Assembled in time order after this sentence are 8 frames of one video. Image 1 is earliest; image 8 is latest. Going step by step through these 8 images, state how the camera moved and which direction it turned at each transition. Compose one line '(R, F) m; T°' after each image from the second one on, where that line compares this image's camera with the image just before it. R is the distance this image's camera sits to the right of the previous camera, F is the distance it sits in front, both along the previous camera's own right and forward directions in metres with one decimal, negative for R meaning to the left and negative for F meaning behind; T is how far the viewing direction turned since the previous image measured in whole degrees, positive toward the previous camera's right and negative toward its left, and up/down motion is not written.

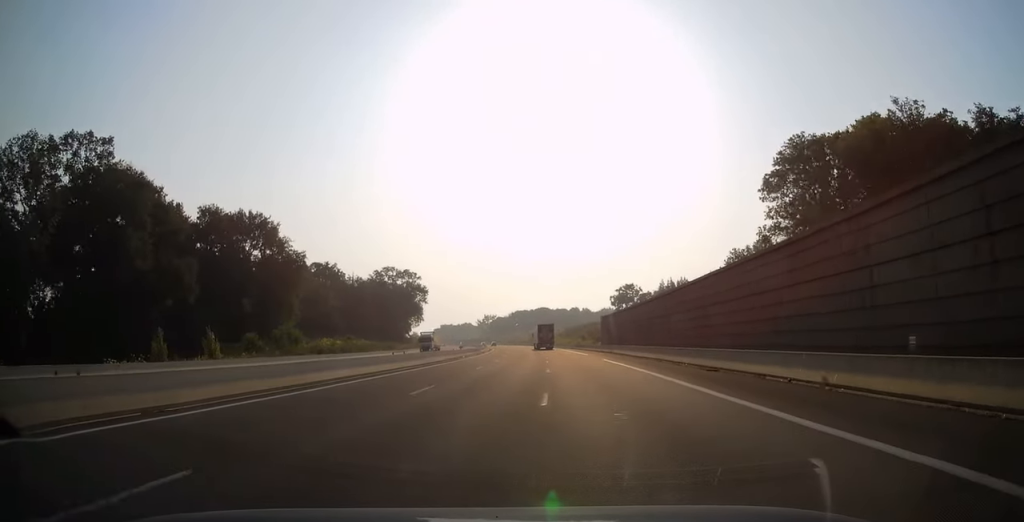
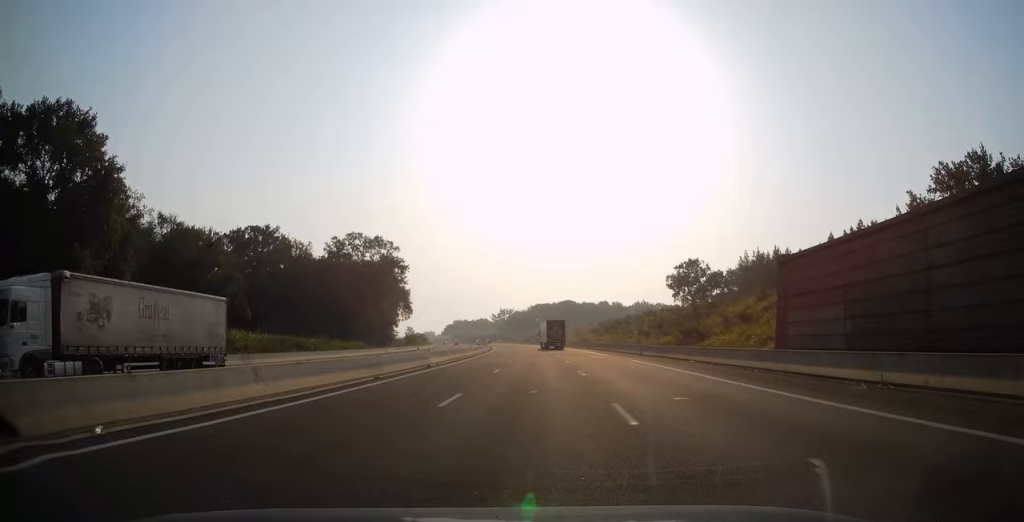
(-0.7, +55.7) m; -2°
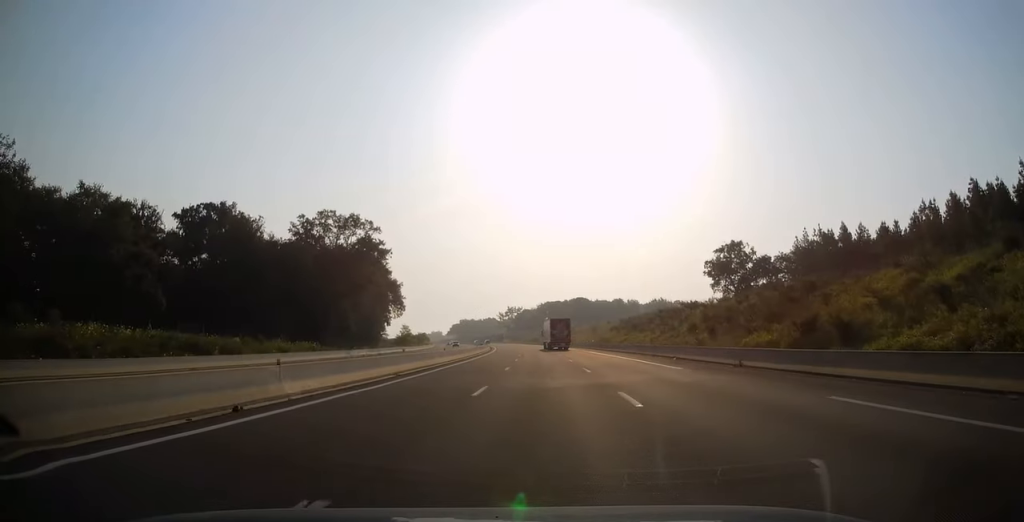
(-0.2, +23.9) m; -1°
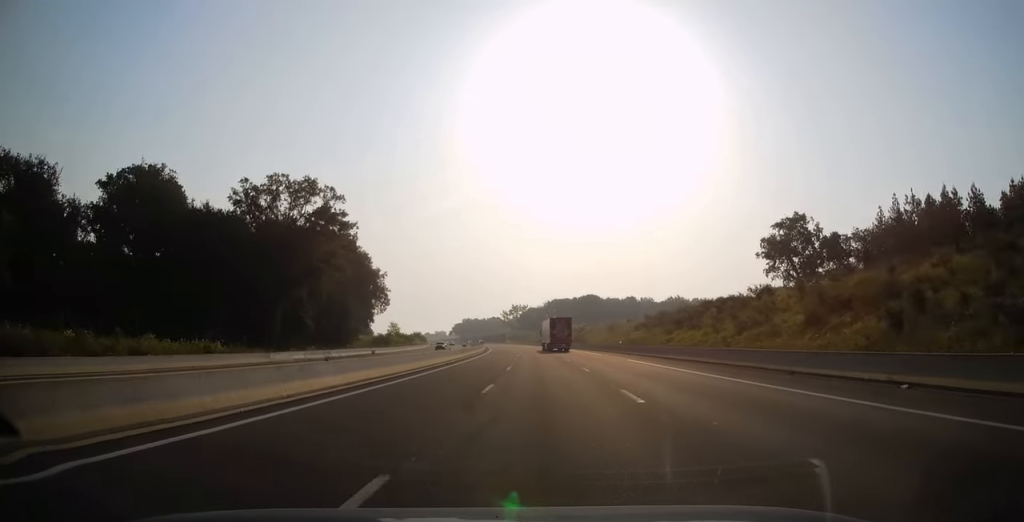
(-0.2, +25.2) m; -1°
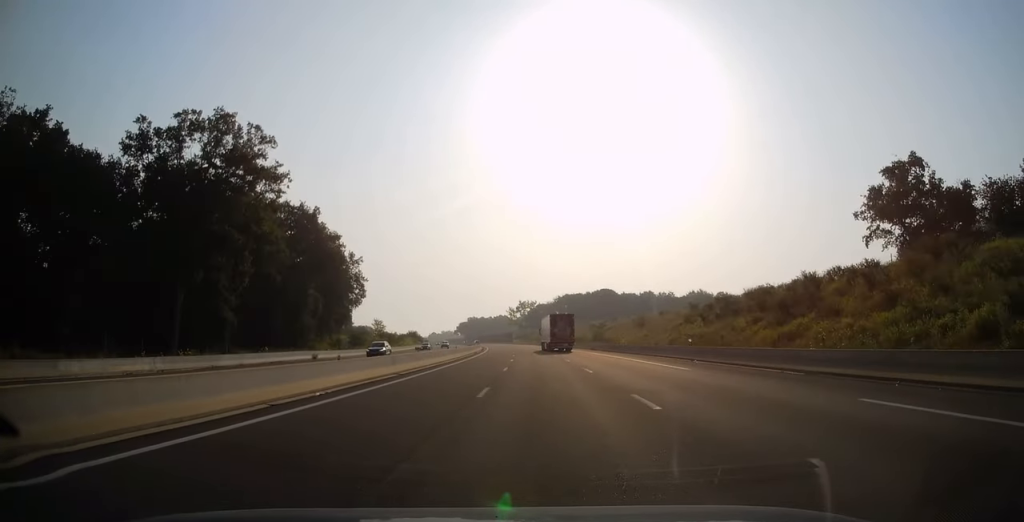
(+0.1, +27.5) m; -1°
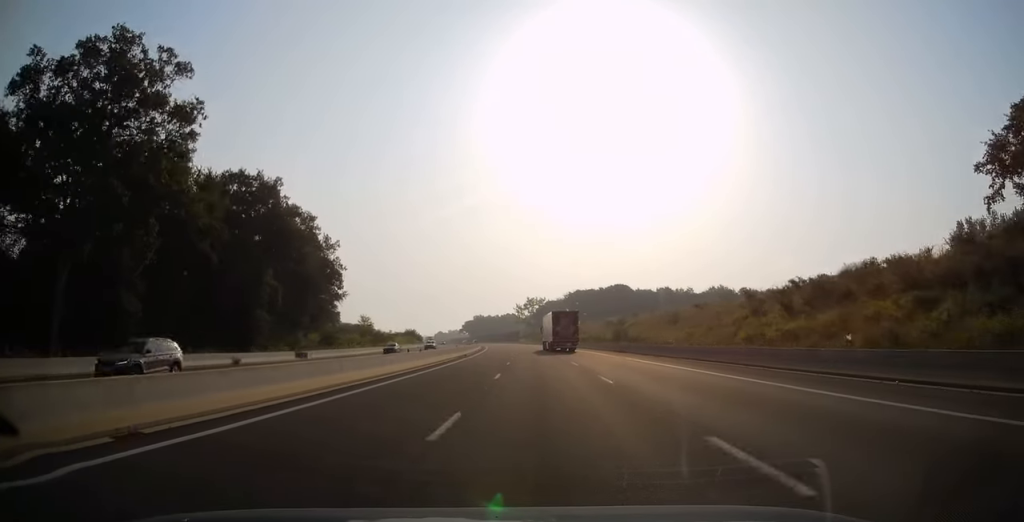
(-0.4, +19.4) m; -1°
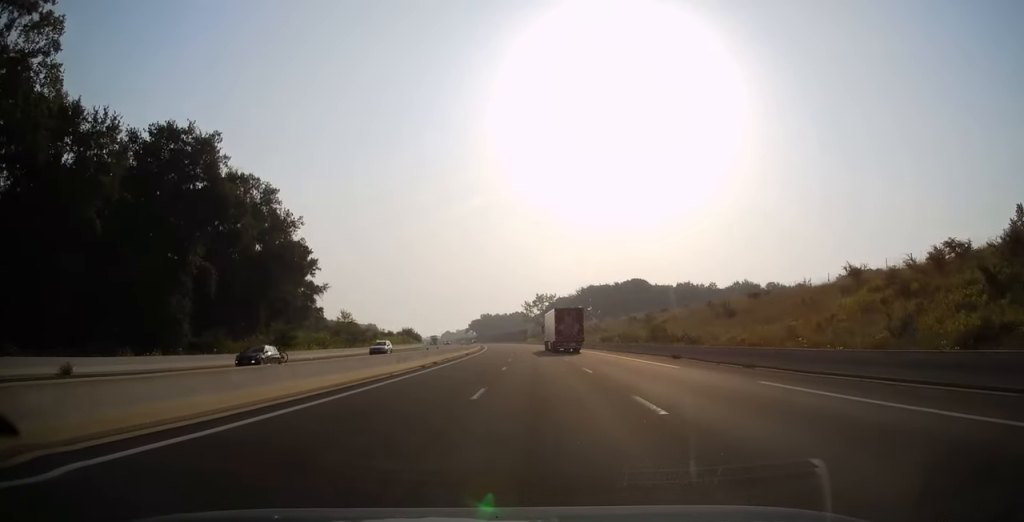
(-0.3, +20.4) m; -1°
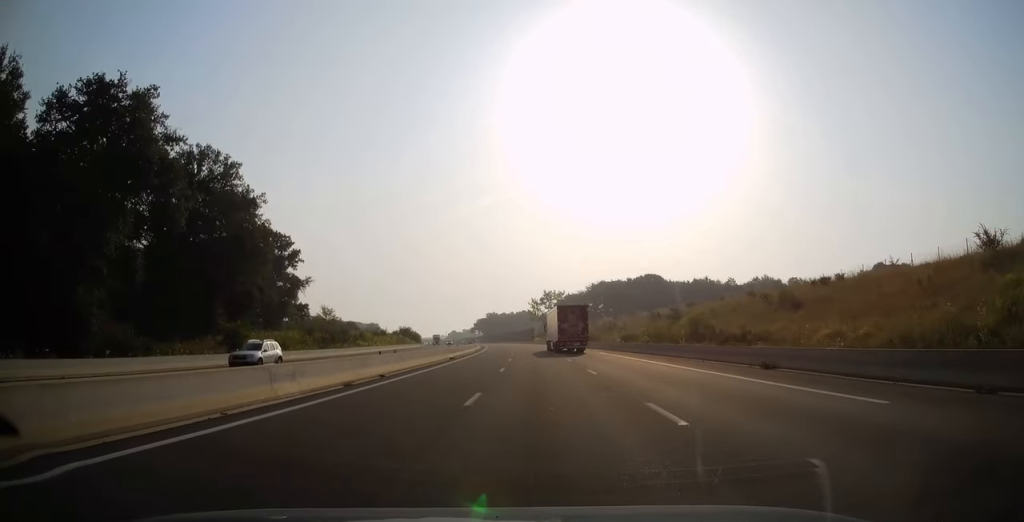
(+0.1, +14.4) m; -1°
